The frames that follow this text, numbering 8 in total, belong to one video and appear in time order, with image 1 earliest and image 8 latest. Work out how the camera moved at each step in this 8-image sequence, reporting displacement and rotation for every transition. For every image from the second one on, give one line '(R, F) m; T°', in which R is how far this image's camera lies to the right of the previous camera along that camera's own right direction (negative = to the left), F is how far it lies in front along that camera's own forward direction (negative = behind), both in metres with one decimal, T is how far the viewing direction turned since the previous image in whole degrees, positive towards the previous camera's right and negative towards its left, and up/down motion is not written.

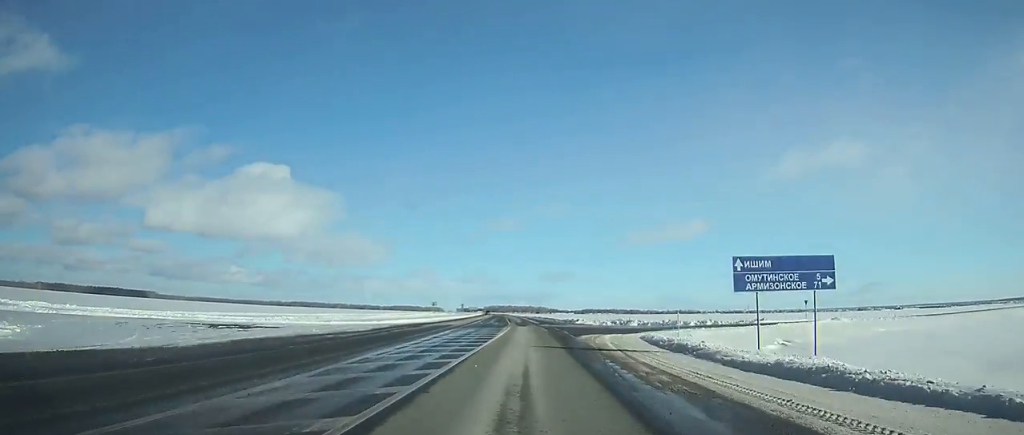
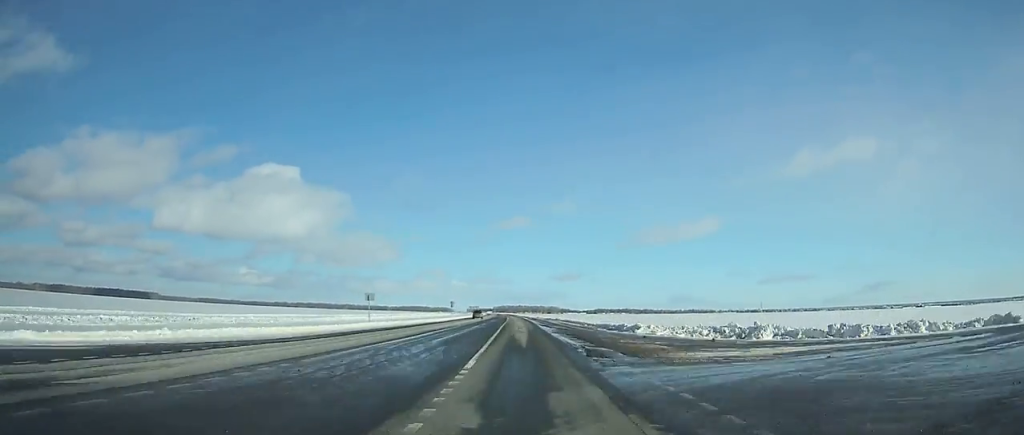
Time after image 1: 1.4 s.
(-0.5, +45.7) m; -1°
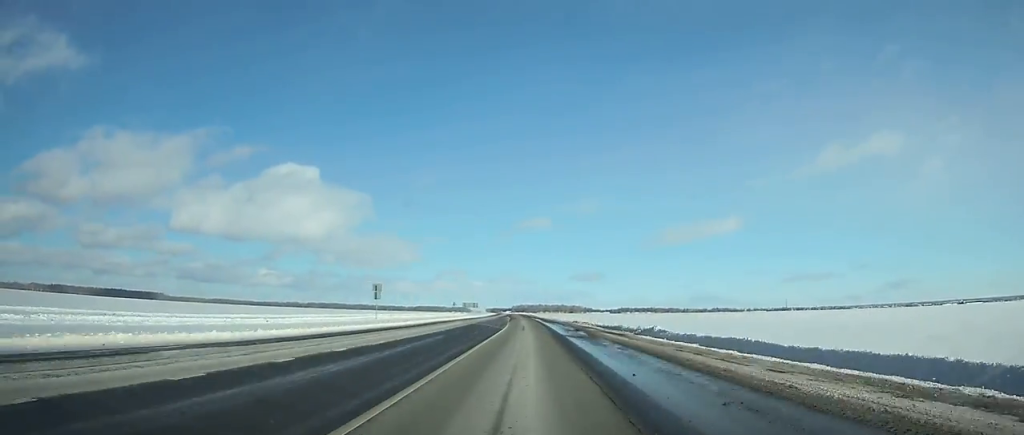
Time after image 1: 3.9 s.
(-1.1, +81.7) m; -2°
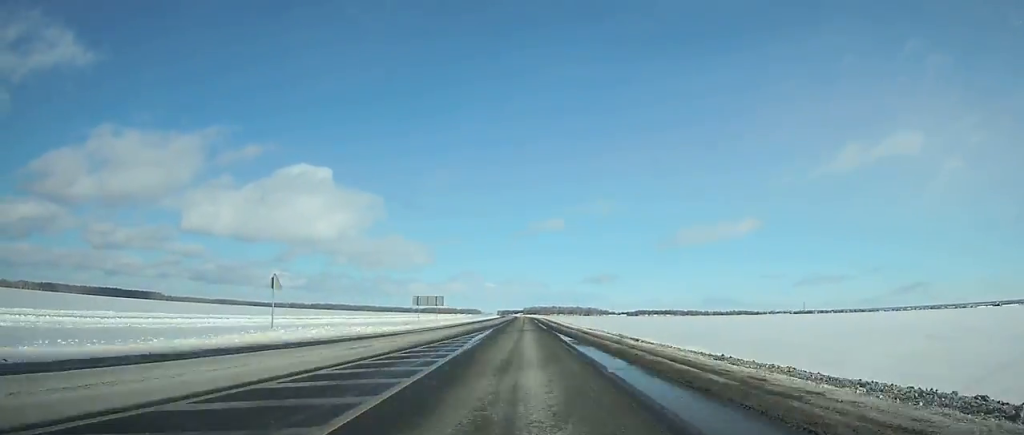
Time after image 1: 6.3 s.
(-1.0, +78.6) m; -1°
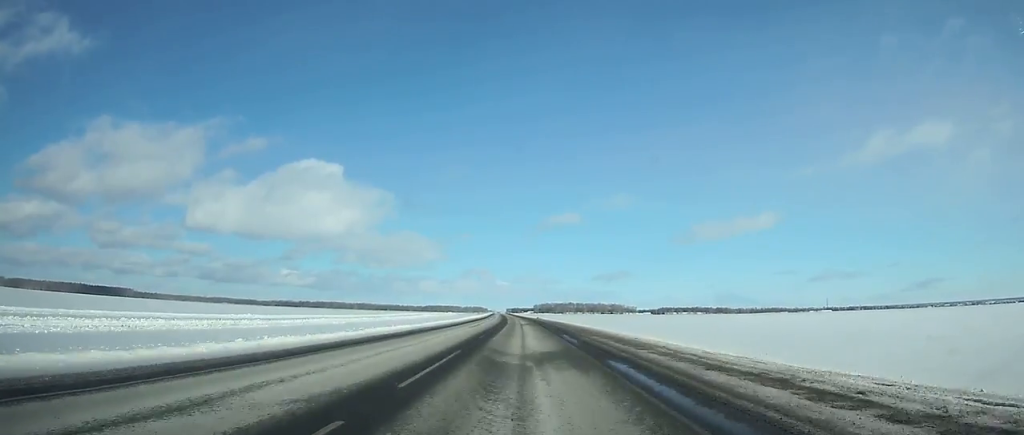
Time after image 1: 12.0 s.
(-2.5, +187.6) m; -2°
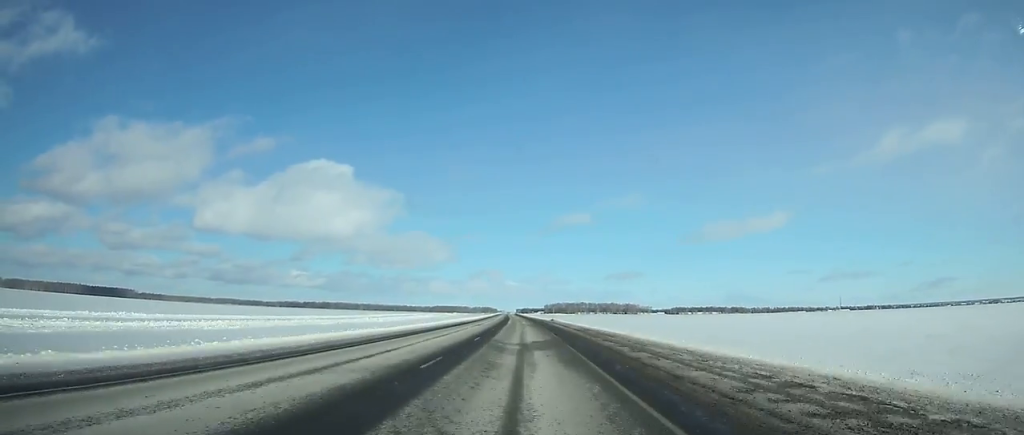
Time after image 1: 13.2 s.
(-0.4, +39.7) m; -1°
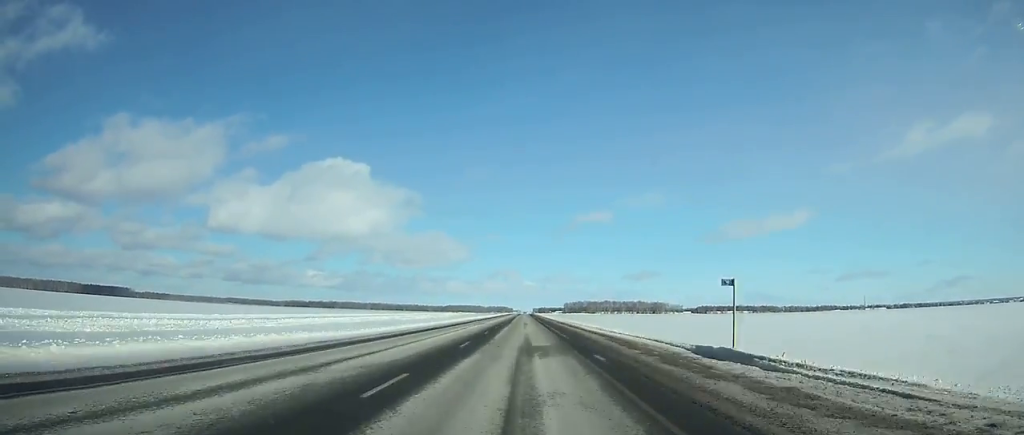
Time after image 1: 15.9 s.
(-1.0, +89.6) m; -1°
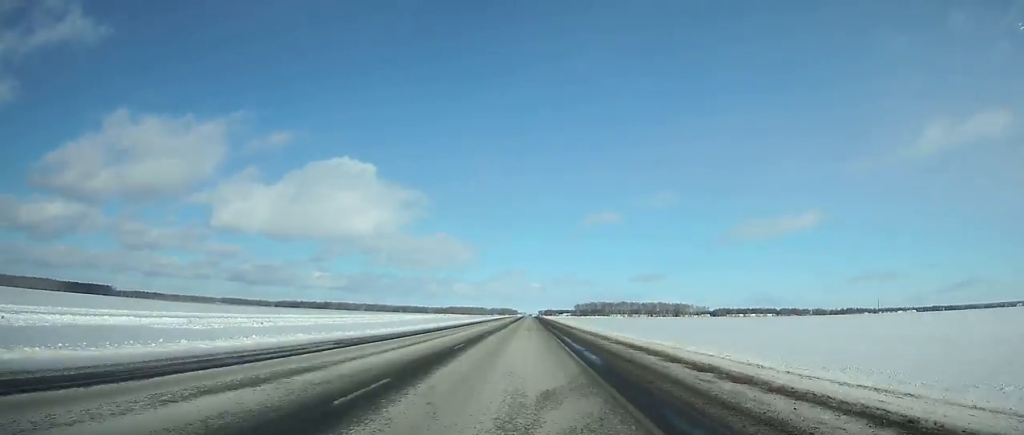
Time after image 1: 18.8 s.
(-0.8, +96.9) m; 0°
